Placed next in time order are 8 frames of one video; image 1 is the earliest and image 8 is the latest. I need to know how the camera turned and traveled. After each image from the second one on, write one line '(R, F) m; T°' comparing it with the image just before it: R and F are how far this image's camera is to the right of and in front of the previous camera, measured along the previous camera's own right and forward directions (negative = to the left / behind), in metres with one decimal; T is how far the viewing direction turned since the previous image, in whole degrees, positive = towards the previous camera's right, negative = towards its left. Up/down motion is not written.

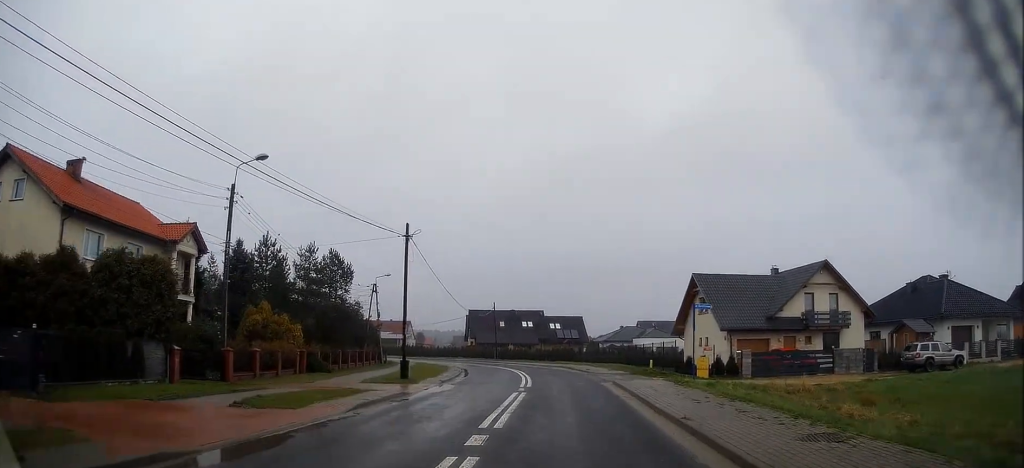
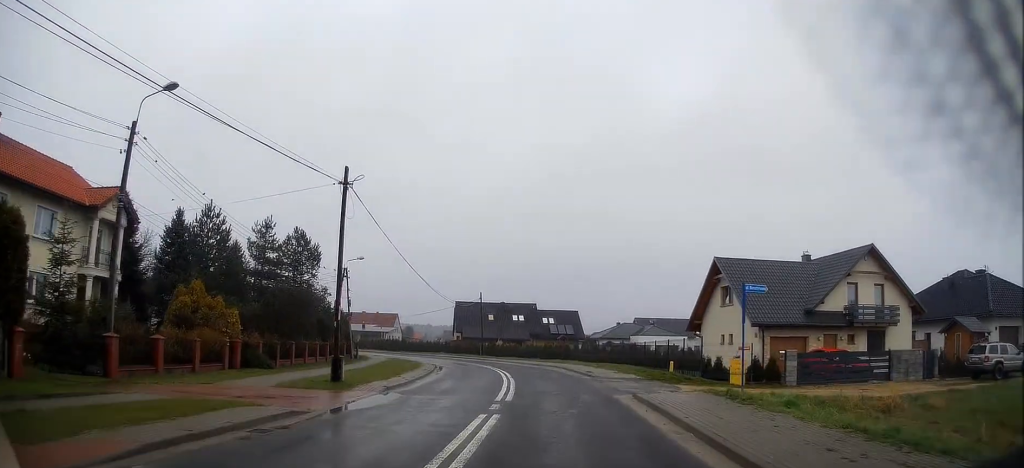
(0.0, +7.3) m; 0°
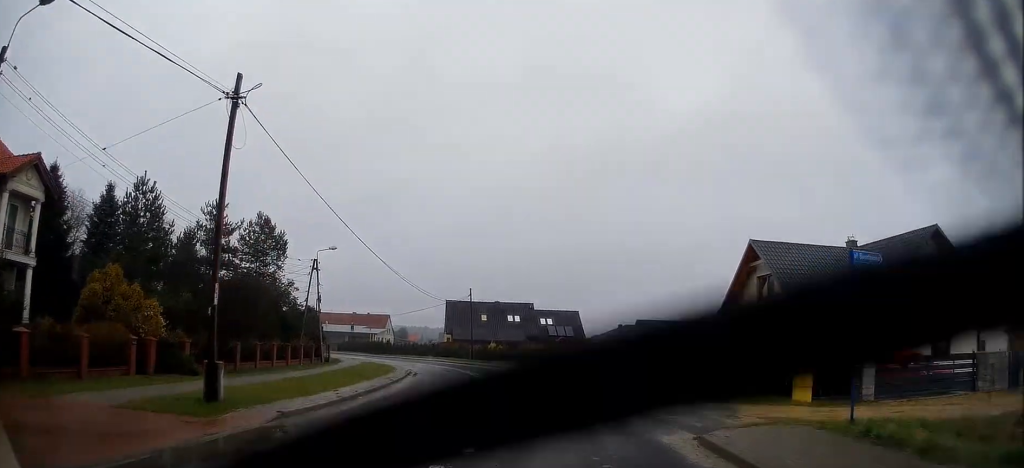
(0.0, +7.0) m; -1°
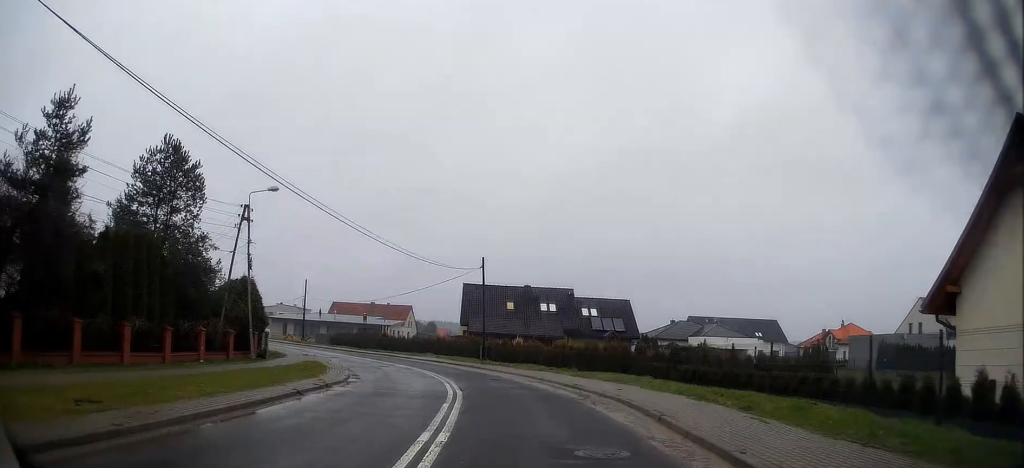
(-0.2, +17.4) m; -3°
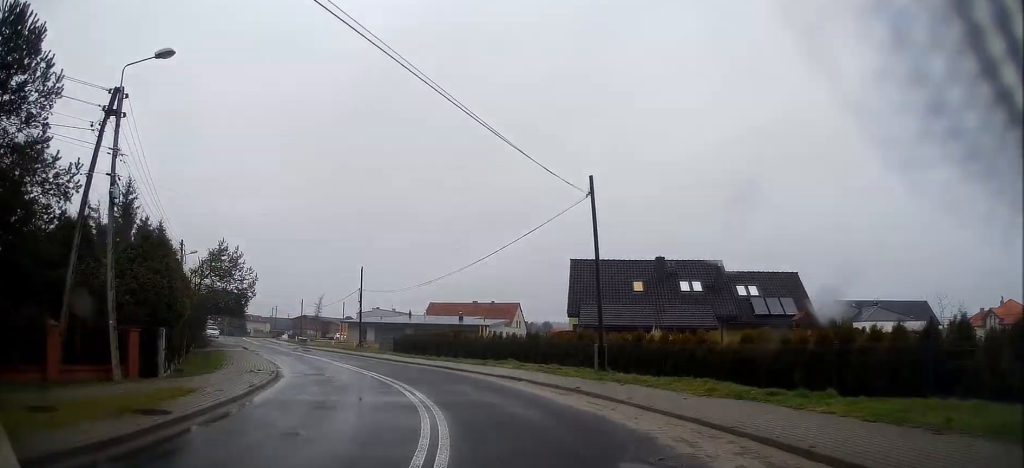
(-1.2, +17.9) m; -10°
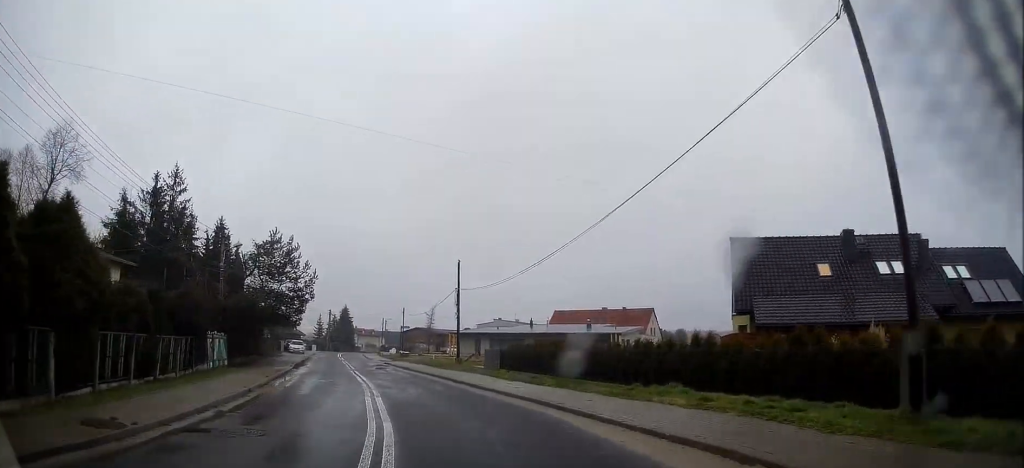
(-1.1, +11.6) m; -12°
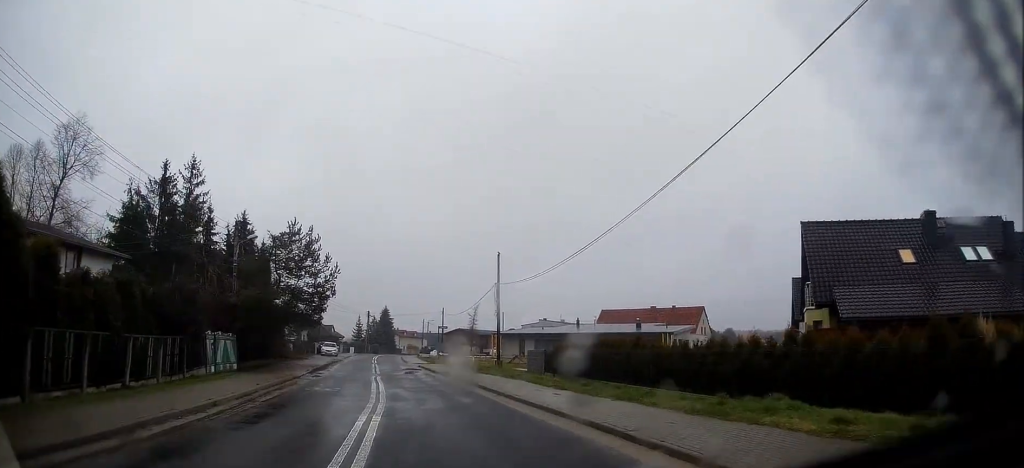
(-0.3, +3.9) m; -4°
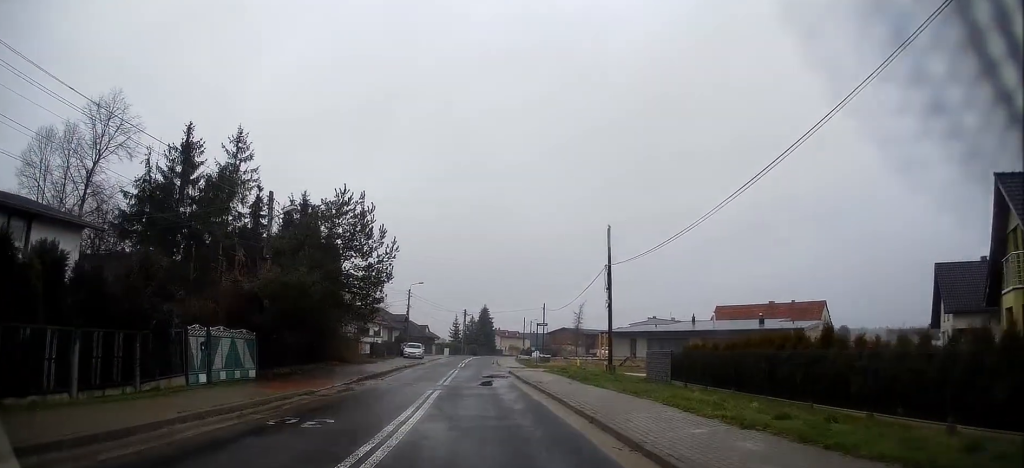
(-0.6, +8.2) m; -8°
